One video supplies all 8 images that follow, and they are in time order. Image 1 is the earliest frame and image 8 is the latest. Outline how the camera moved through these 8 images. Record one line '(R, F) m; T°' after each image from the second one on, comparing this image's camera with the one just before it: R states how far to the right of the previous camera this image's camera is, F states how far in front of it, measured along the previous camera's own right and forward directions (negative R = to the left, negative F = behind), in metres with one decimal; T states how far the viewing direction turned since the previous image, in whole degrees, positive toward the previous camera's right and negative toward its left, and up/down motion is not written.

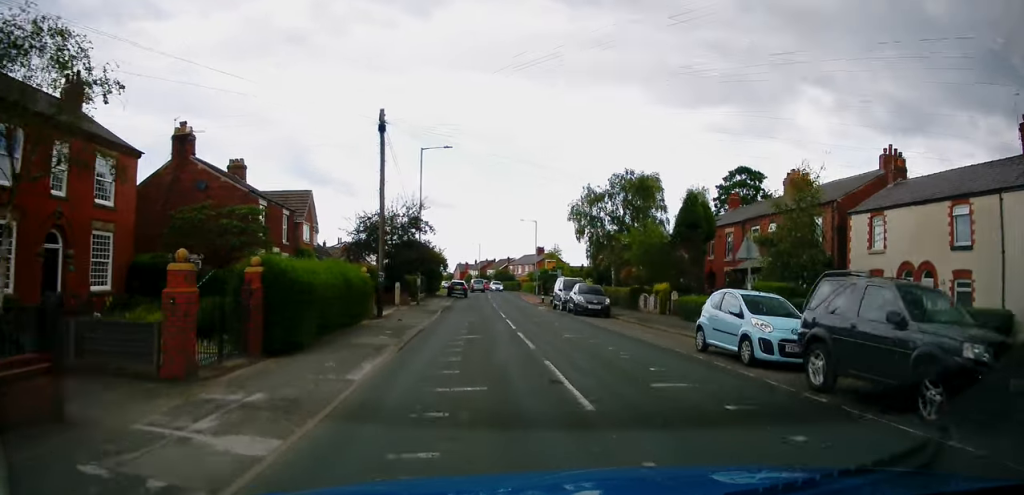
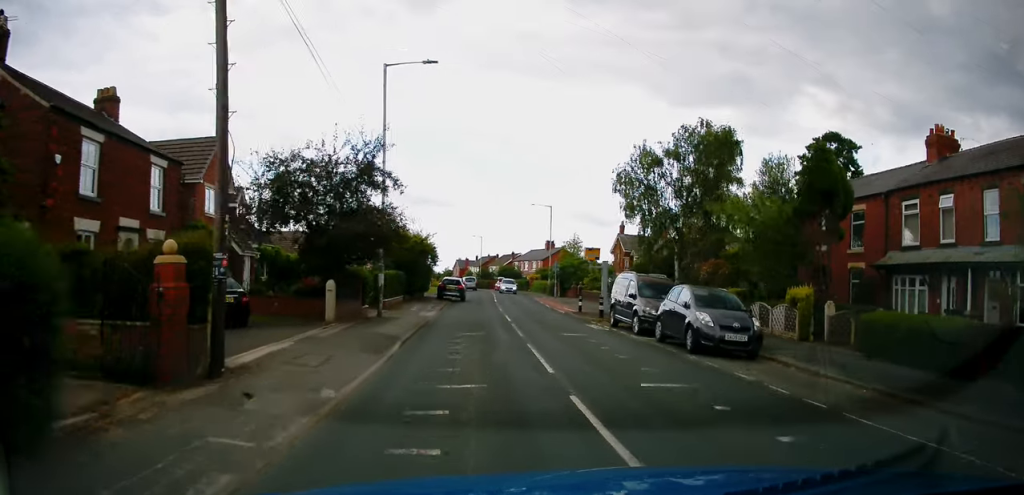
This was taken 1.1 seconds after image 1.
(+0.1, +15.2) m; 0°
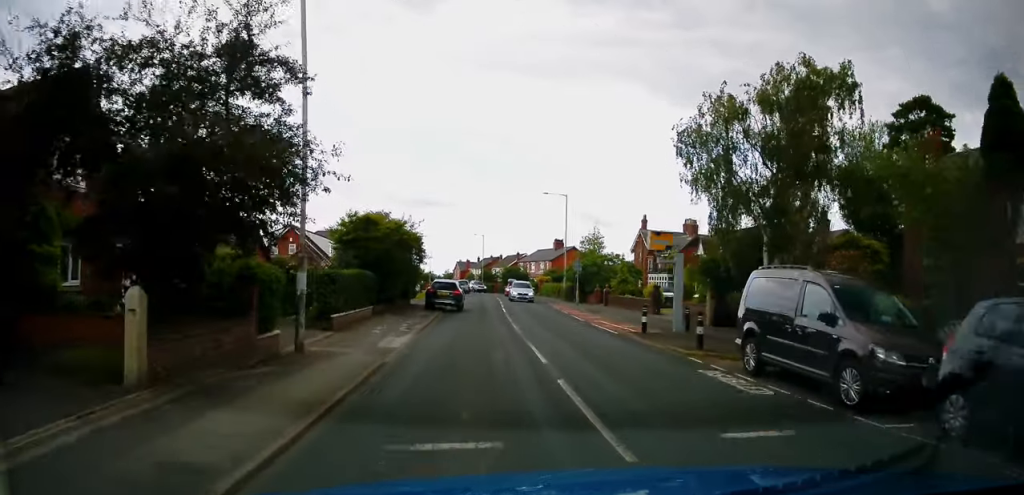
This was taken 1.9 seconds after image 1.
(+0.1, +10.5) m; -2°
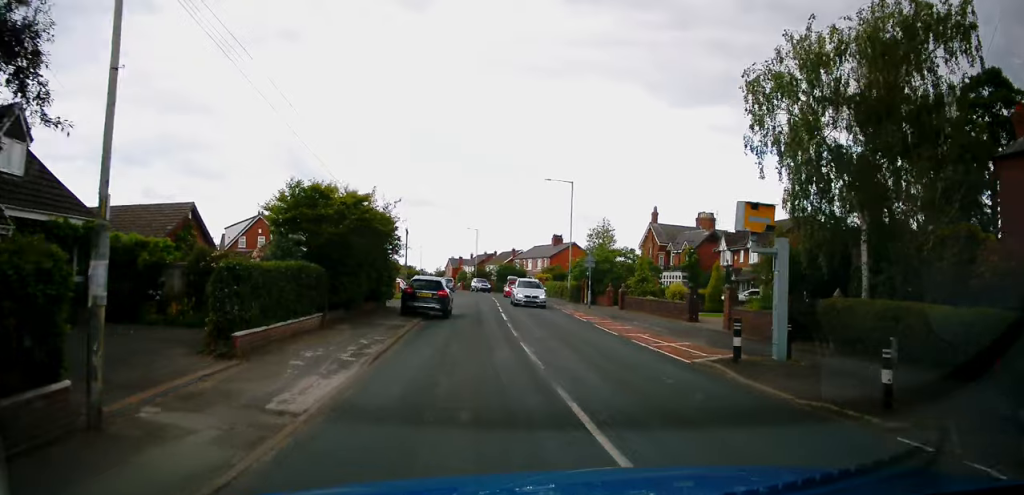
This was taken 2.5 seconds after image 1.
(-0.4, +6.9) m; 0°
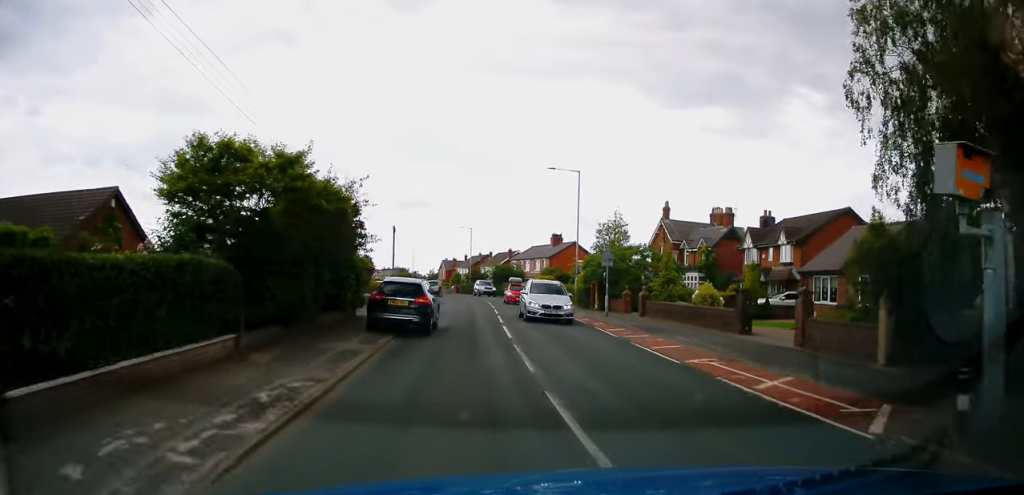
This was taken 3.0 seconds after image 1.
(-0.1, +6.2) m; +1°
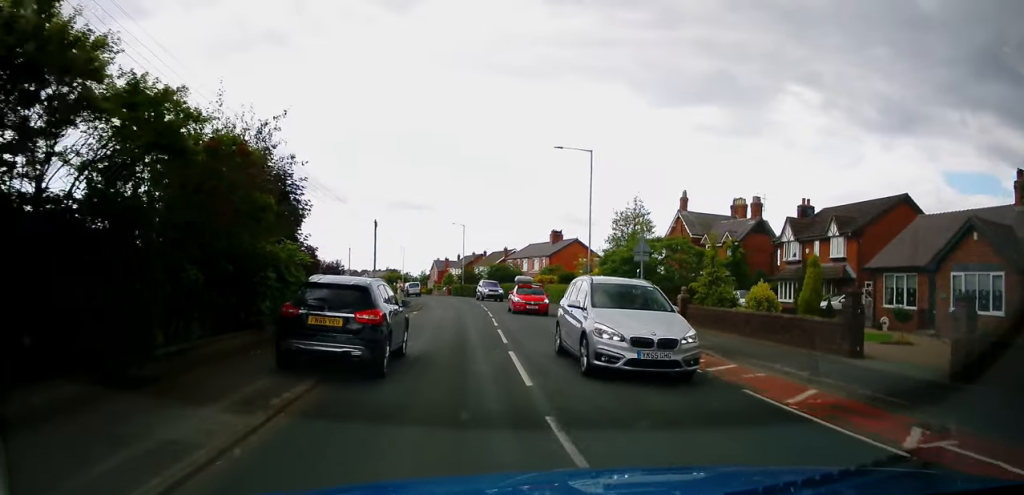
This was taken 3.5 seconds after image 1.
(+0.4, +7.2) m; +2°
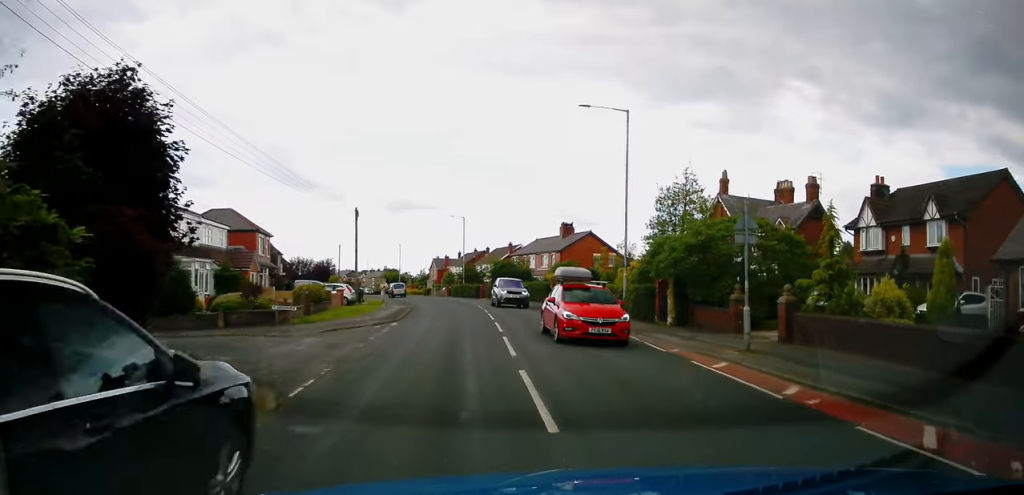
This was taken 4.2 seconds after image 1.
(+0.2, +8.6) m; 0°
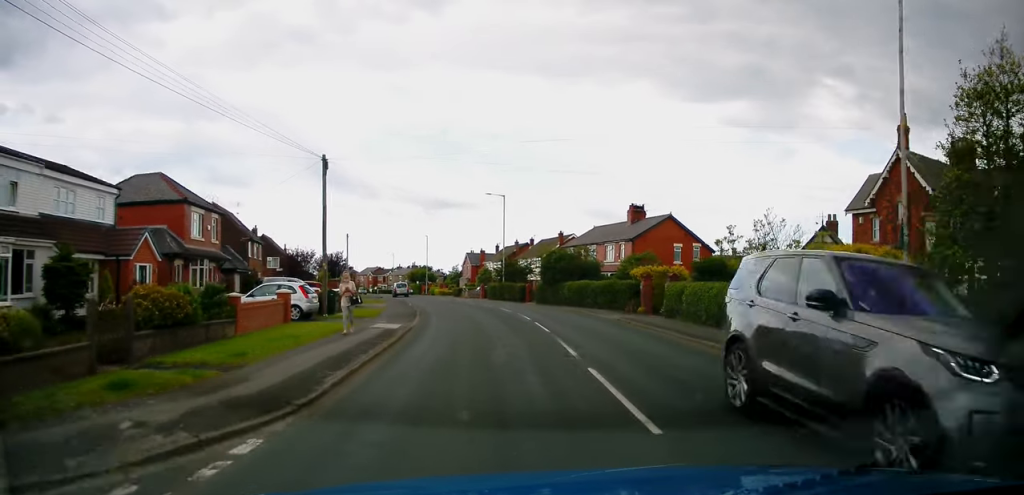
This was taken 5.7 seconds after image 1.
(-0.6, +17.9) m; -4°
